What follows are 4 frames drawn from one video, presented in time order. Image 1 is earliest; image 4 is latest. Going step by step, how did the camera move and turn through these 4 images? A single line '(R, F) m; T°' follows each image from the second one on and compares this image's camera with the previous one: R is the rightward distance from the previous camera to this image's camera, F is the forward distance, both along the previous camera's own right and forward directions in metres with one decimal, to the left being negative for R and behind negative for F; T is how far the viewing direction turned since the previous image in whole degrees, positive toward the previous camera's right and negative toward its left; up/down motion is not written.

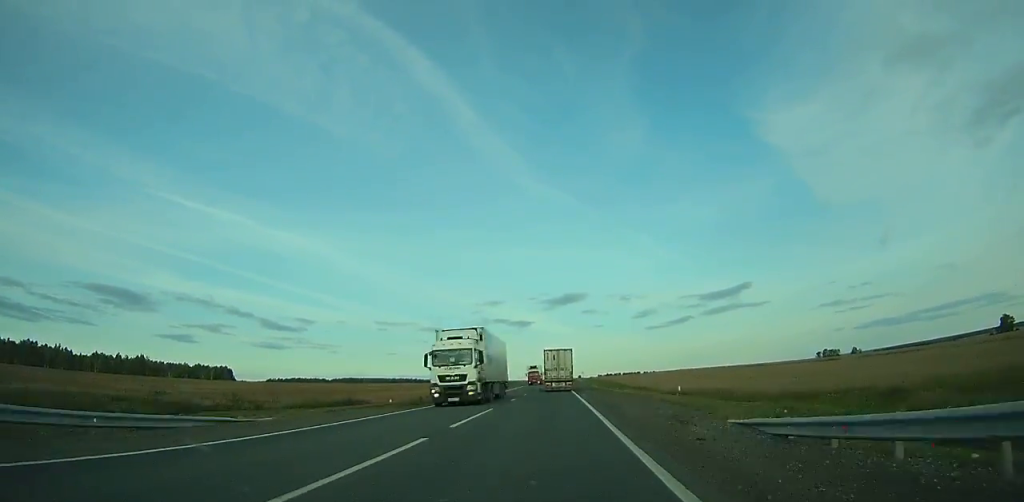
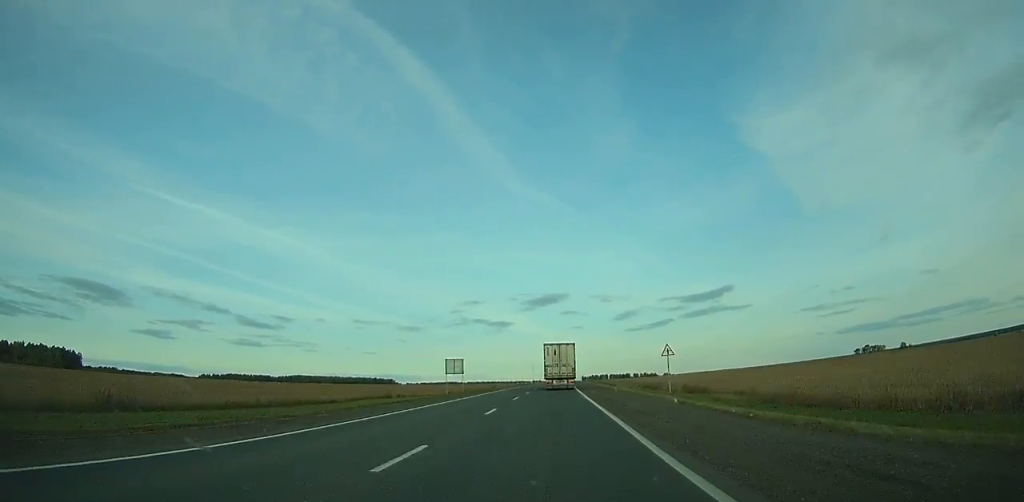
(+1.6, +215.9) m; +1°
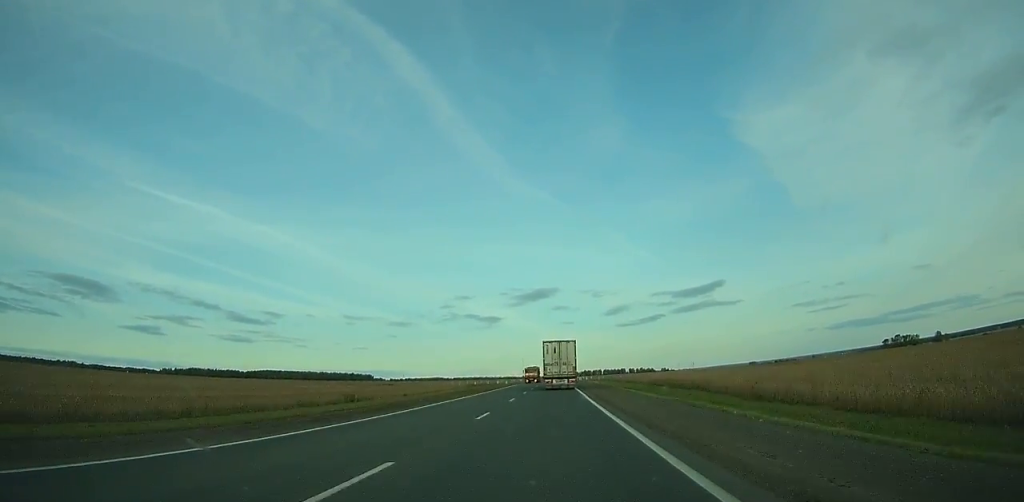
(+0.6, +104.6) m; +1°
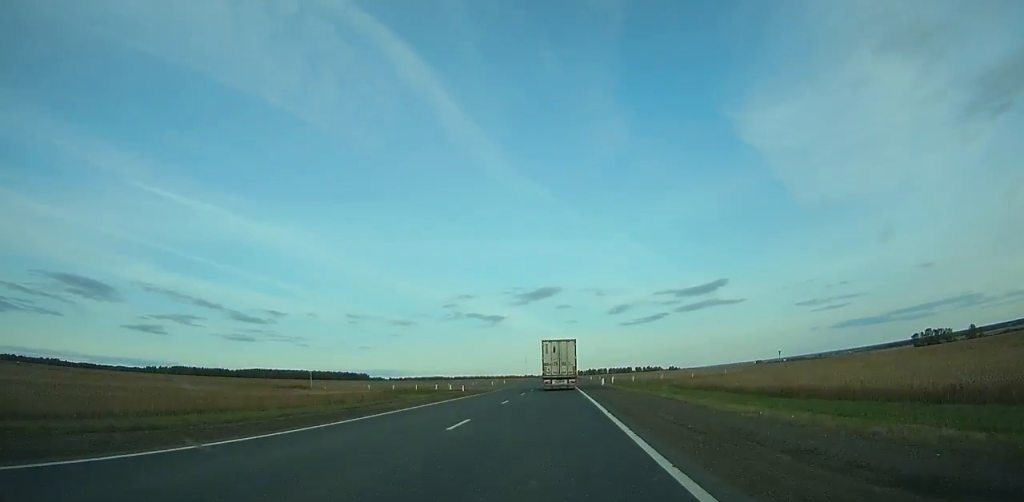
(+0.1, +61.5) m; 0°
